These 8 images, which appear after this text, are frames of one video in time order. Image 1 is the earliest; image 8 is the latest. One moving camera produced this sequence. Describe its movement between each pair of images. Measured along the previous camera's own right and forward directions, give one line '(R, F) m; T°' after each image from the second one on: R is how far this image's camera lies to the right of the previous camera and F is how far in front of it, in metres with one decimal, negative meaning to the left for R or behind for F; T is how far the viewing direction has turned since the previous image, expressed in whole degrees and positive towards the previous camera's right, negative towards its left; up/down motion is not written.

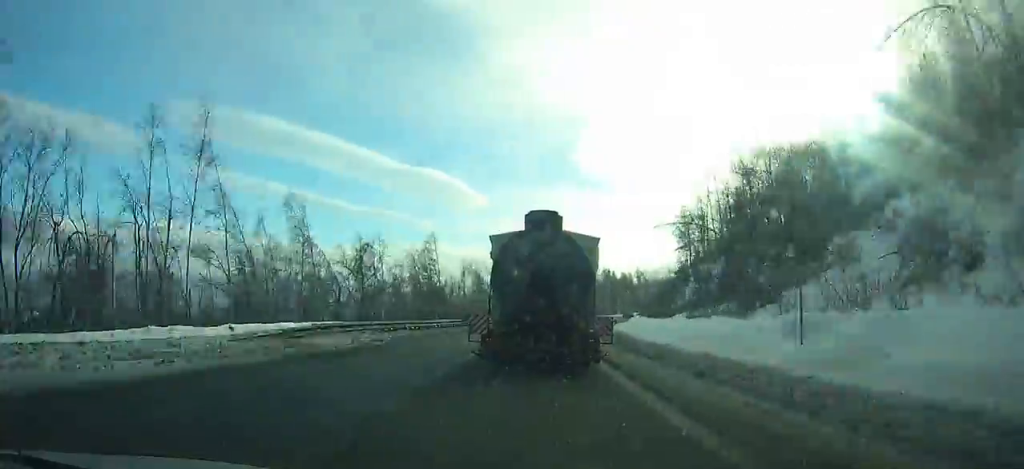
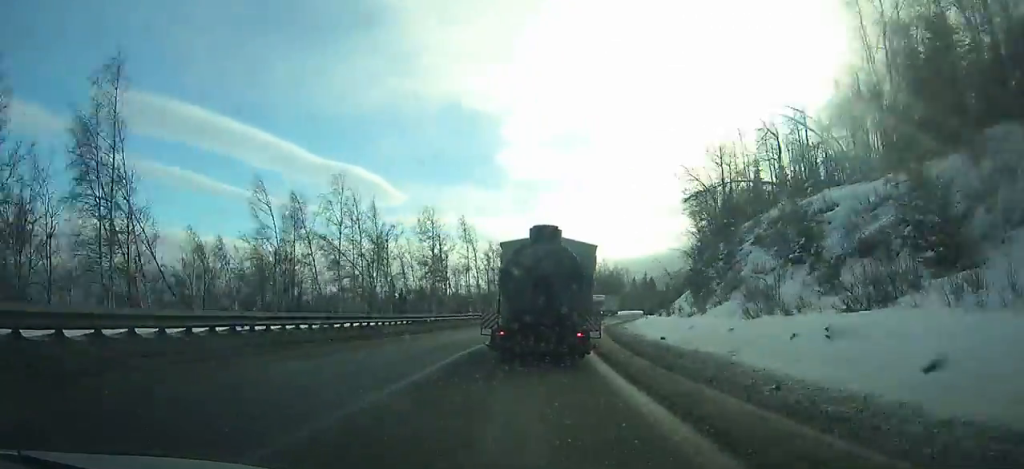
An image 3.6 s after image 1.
(+4.3, +59.6) m; +9°
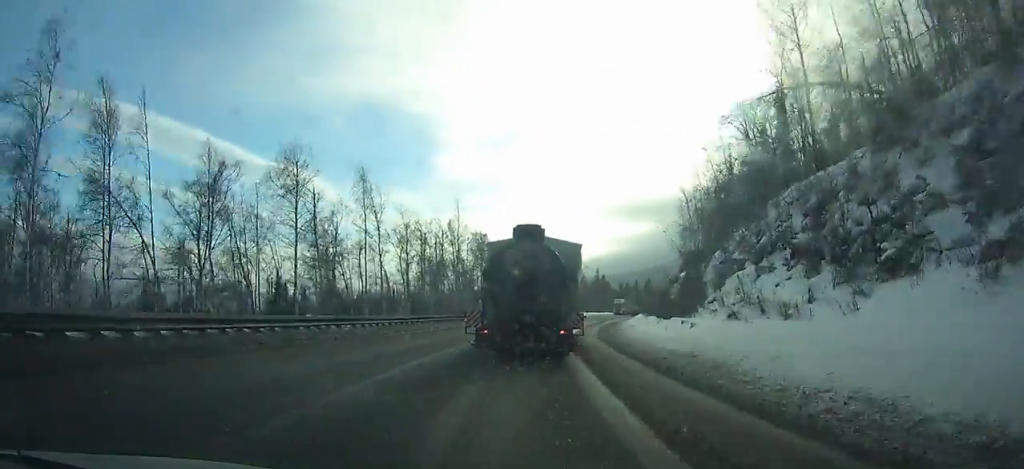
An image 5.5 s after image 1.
(+1.2, +31.1) m; +5°
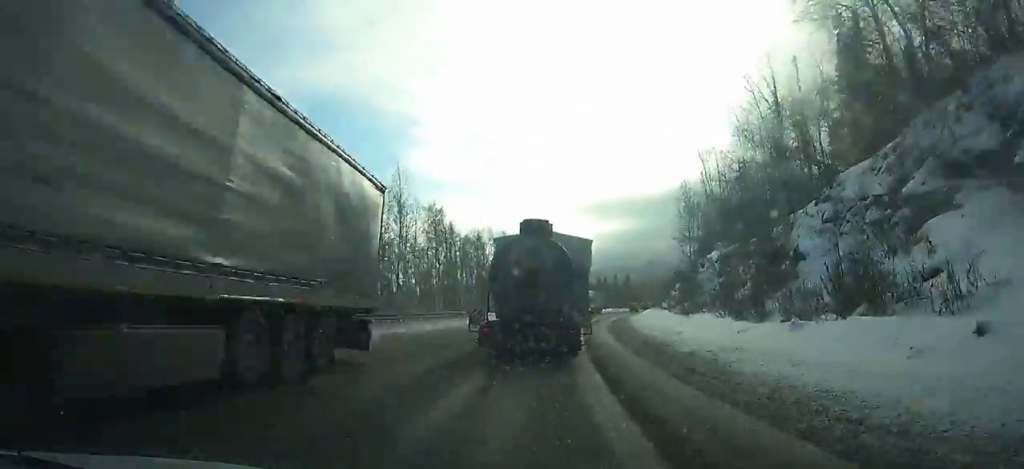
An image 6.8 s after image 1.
(+0.6, +21.2) m; +3°
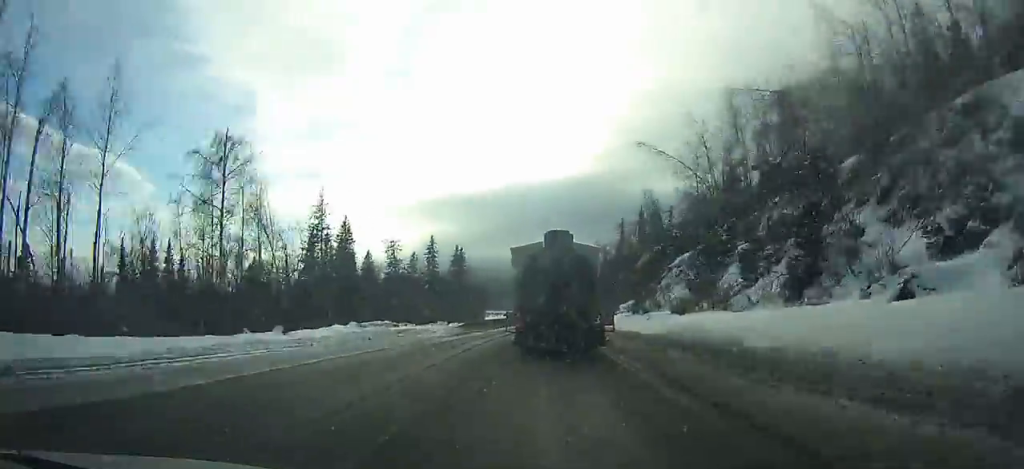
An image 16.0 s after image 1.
(+25.0, +147.7) m; +16°
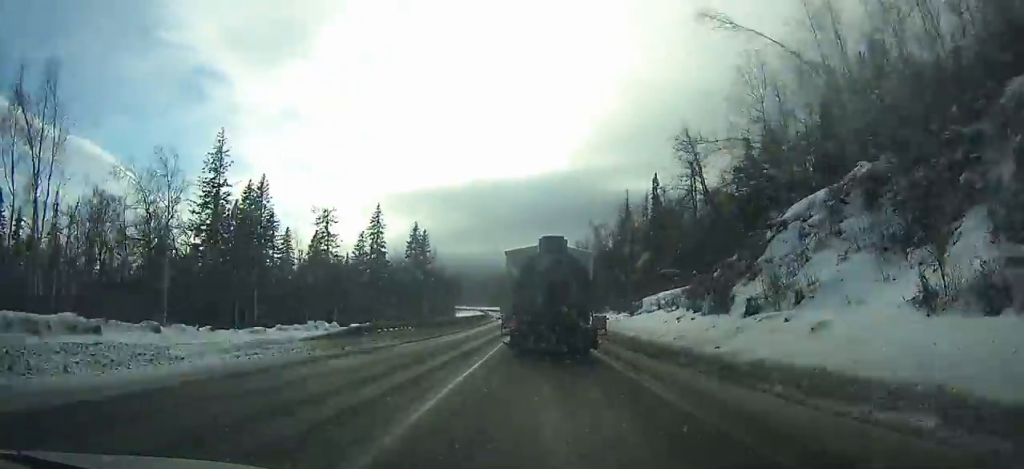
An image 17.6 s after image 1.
(+0.4, +26.4) m; +1°
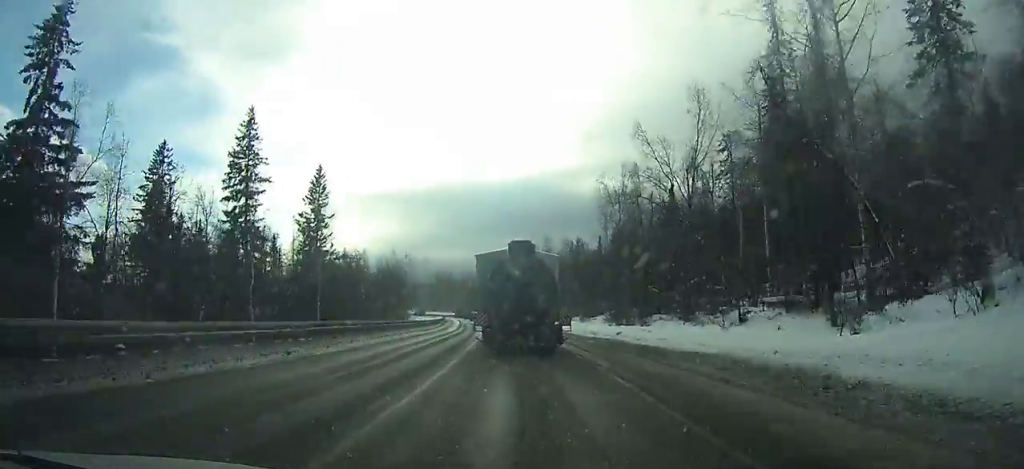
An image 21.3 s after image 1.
(+0.5, +61.4) m; -1°
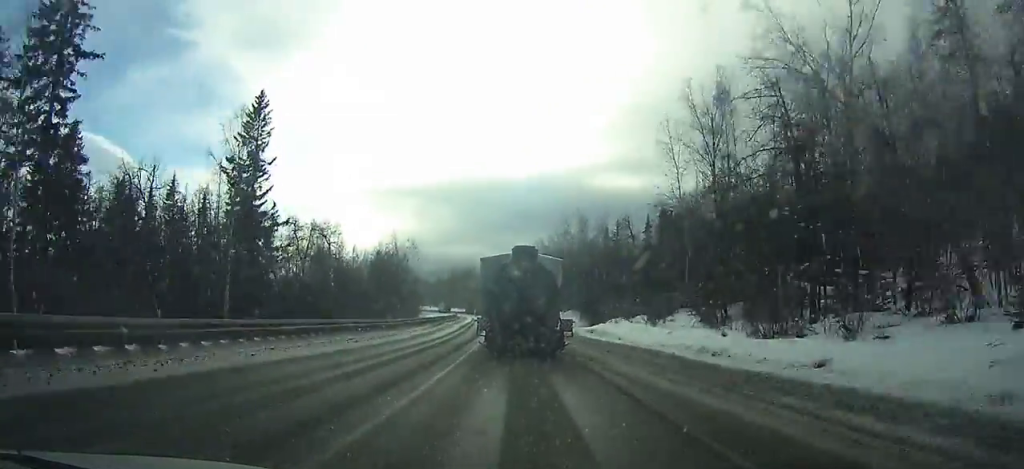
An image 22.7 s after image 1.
(+0.2, +23.3) m; -1°
